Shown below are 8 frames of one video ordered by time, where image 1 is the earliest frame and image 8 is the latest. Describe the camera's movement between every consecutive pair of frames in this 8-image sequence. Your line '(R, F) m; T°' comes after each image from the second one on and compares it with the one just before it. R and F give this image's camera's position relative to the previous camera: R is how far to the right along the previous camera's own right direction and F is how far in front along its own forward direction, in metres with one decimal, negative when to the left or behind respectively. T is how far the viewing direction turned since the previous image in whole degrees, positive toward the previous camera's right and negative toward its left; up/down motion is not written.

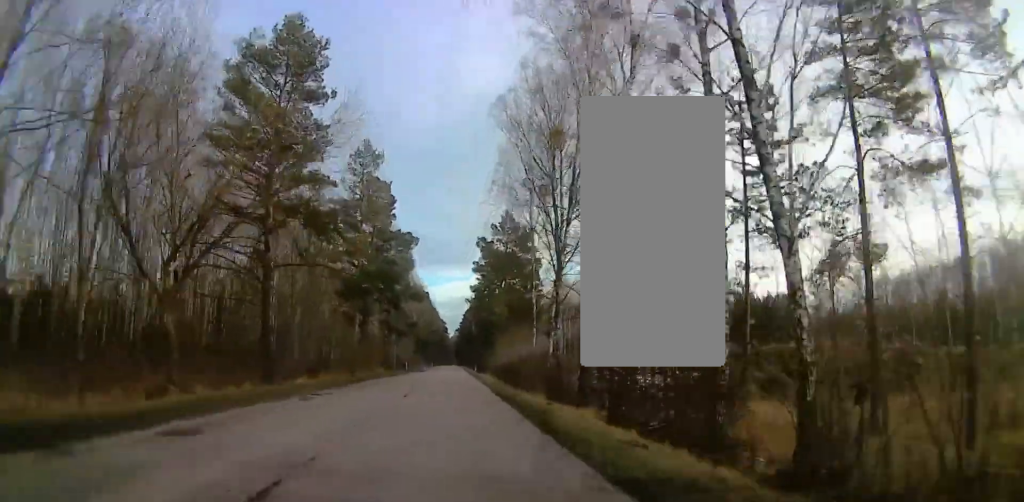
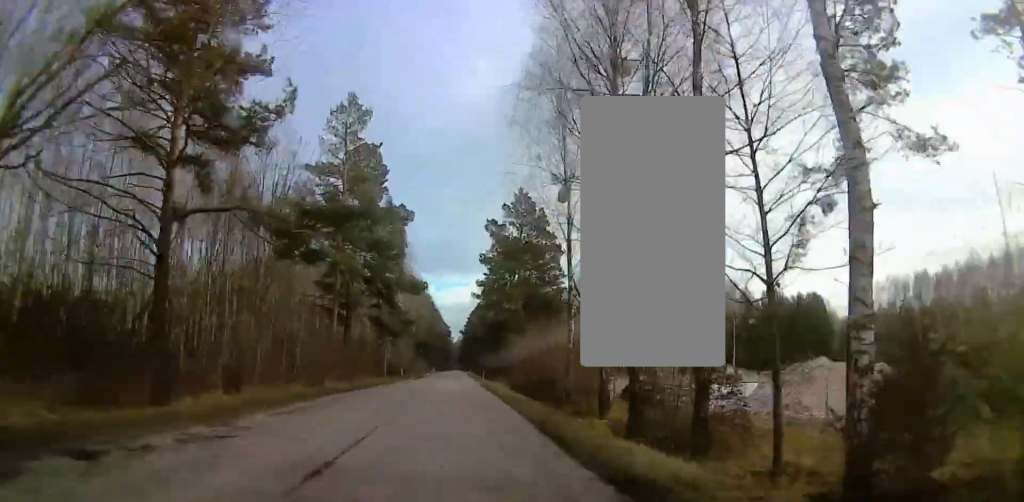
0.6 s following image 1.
(-0.3, +13.5) m; -1°
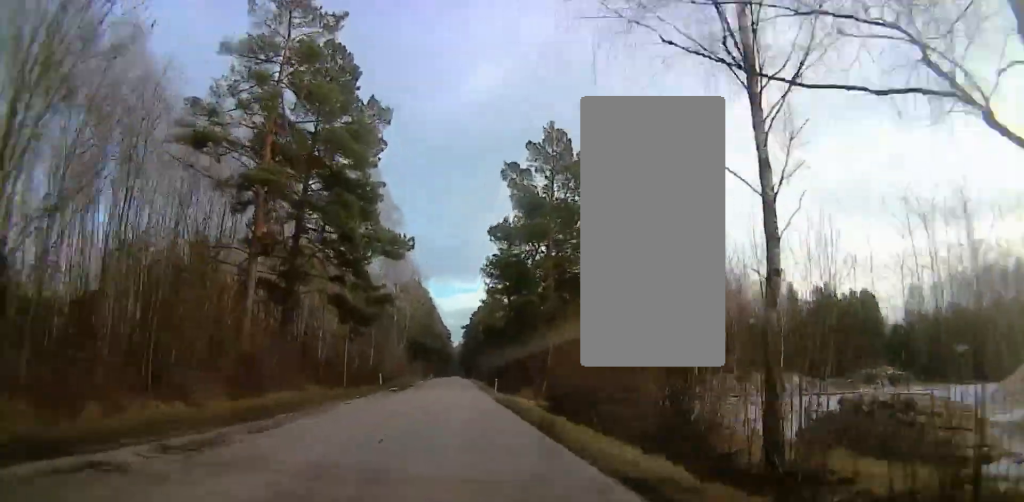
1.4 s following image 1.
(-0.2, +21.3) m; 0°
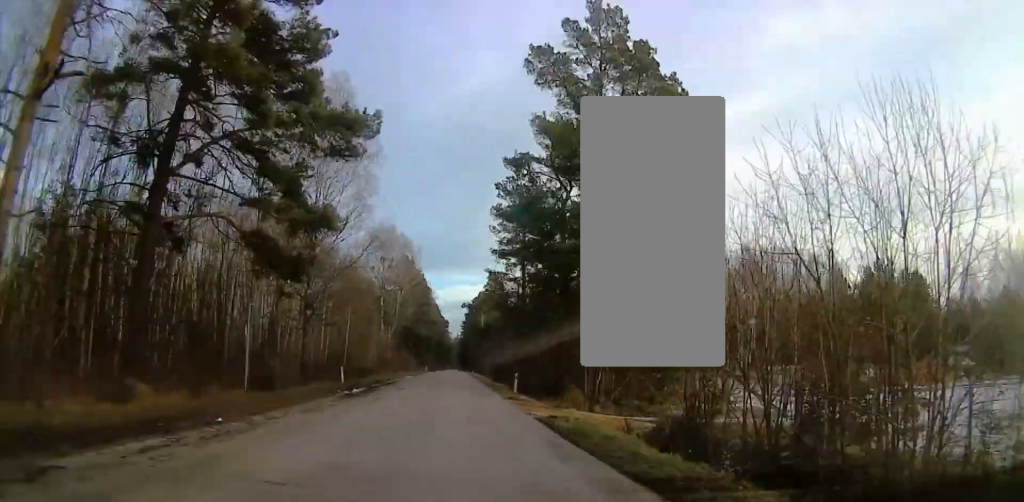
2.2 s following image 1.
(0.0, +17.5) m; 0°
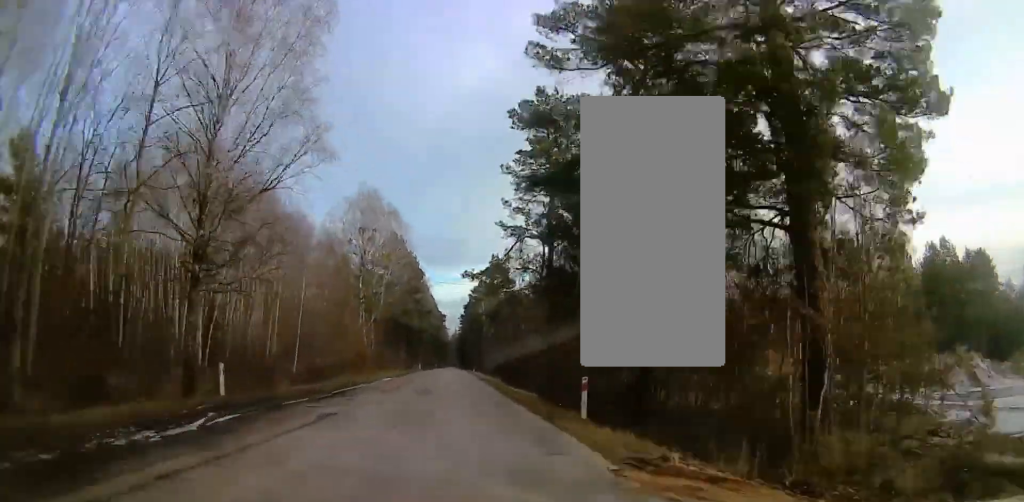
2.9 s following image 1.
(-0.1, +18.6) m; +1°
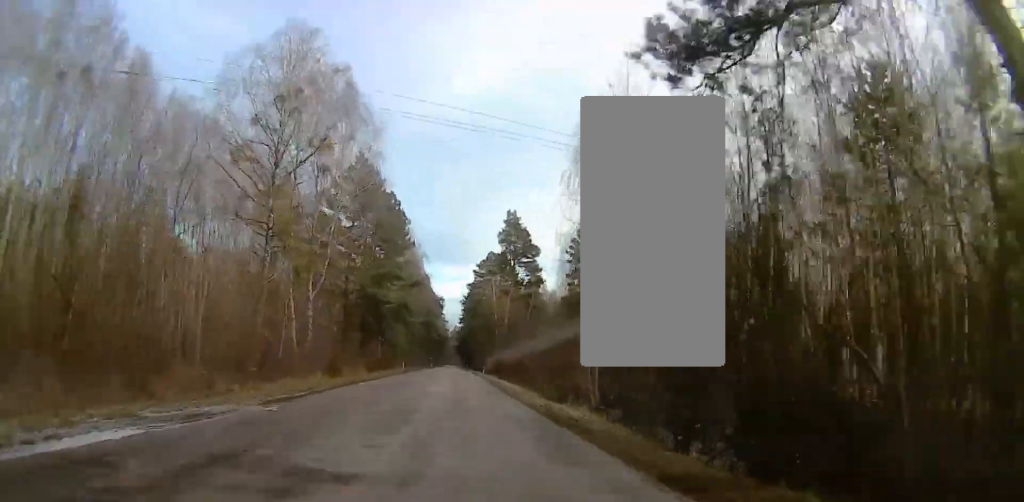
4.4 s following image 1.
(+1.2, +37.5) m; +1°
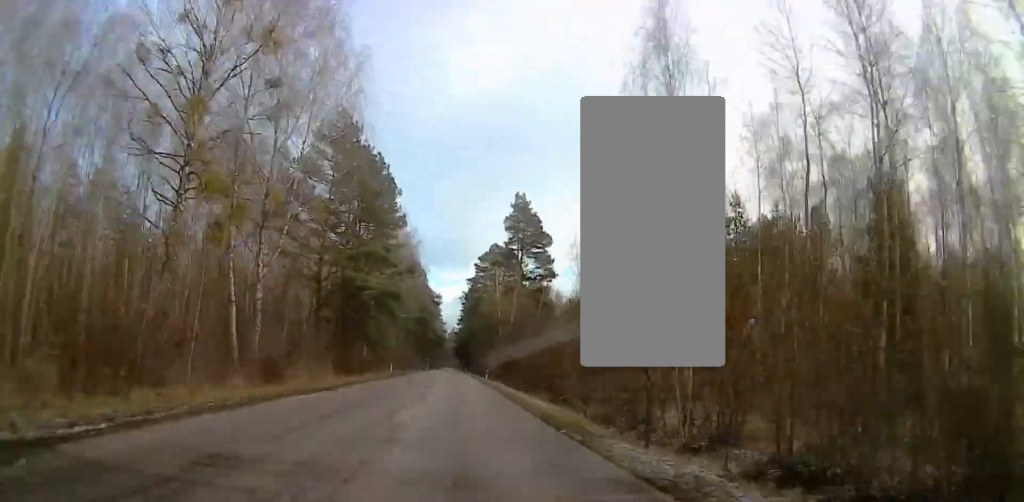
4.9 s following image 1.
(+0.2, +11.9) m; -1°
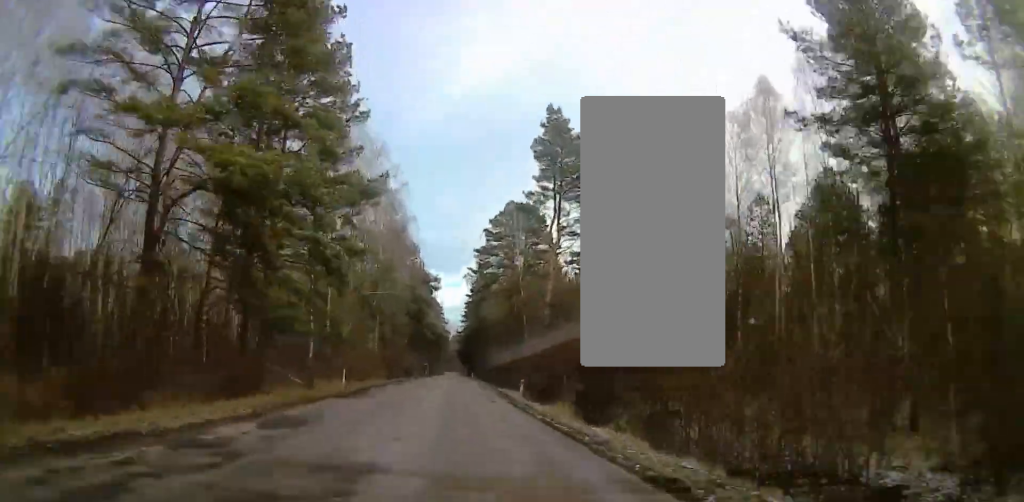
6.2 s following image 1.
(-0.6, +30.9) m; 0°
